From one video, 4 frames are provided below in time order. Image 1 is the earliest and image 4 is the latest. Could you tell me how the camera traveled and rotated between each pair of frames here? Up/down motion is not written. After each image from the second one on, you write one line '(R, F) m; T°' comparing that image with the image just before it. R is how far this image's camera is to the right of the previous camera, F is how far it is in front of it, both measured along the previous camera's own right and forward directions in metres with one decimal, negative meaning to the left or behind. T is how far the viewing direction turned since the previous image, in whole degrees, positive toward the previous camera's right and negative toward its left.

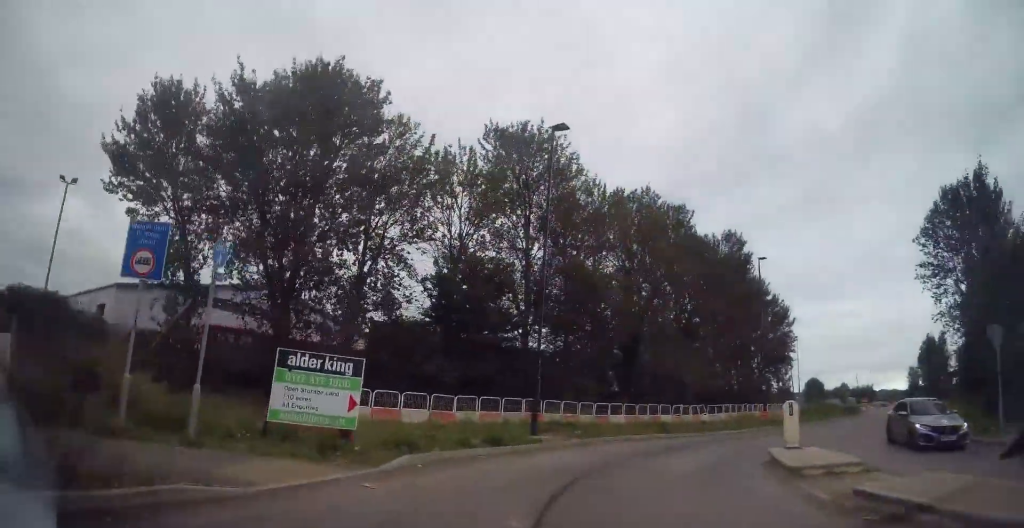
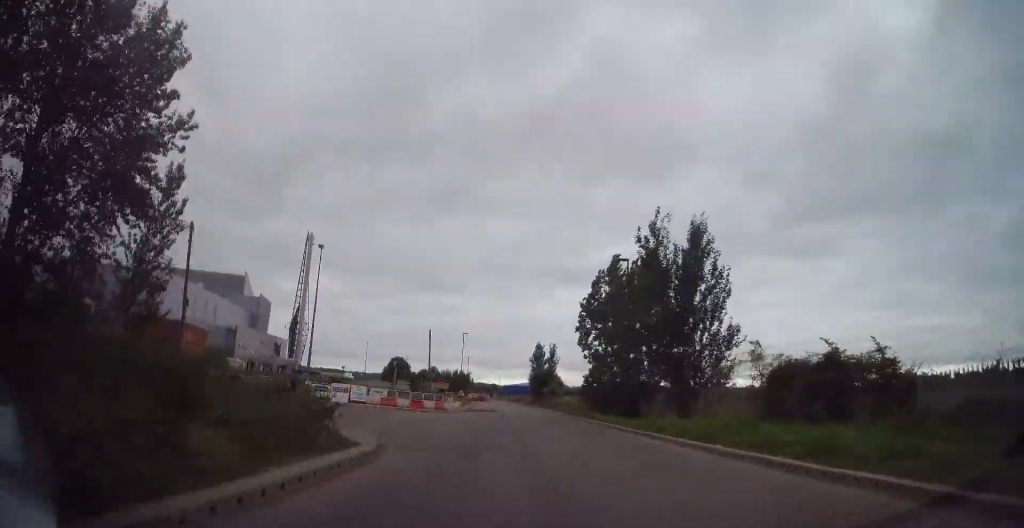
(+22.7, +56.0) m; +24°
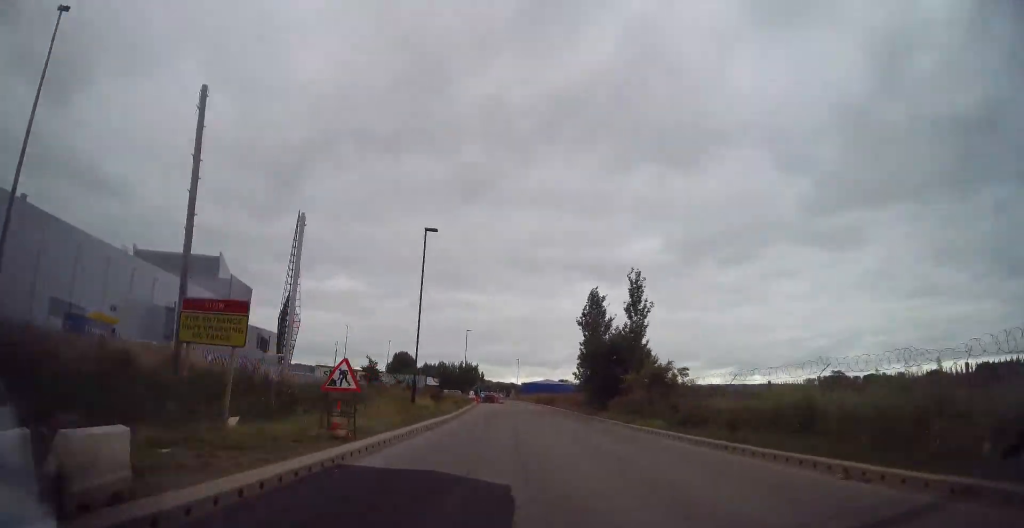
(-1.4, +37.5) m; -4°
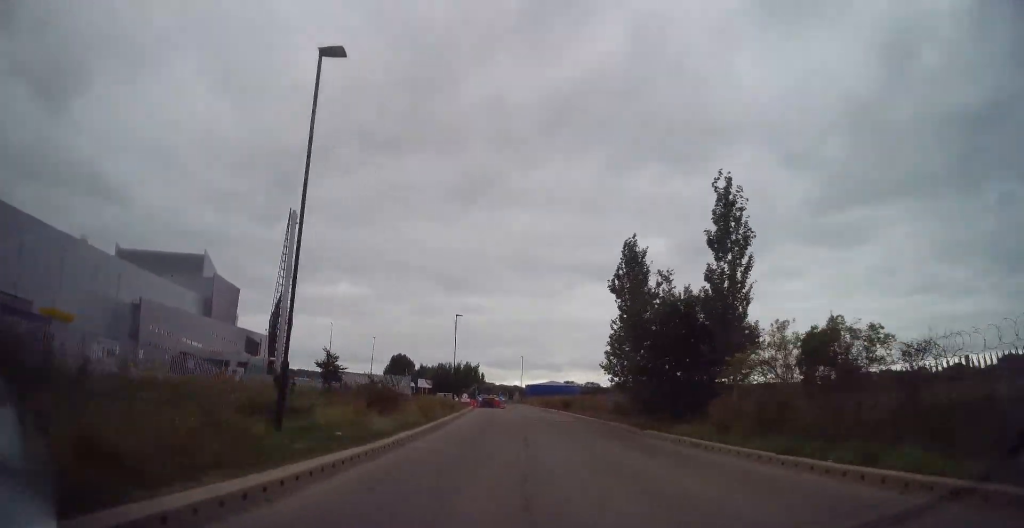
(-0.2, +14.1) m; 0°
